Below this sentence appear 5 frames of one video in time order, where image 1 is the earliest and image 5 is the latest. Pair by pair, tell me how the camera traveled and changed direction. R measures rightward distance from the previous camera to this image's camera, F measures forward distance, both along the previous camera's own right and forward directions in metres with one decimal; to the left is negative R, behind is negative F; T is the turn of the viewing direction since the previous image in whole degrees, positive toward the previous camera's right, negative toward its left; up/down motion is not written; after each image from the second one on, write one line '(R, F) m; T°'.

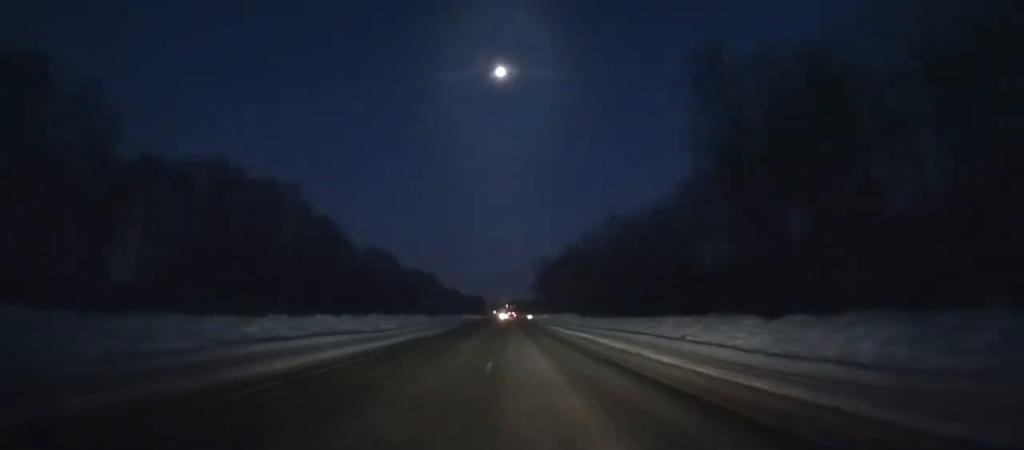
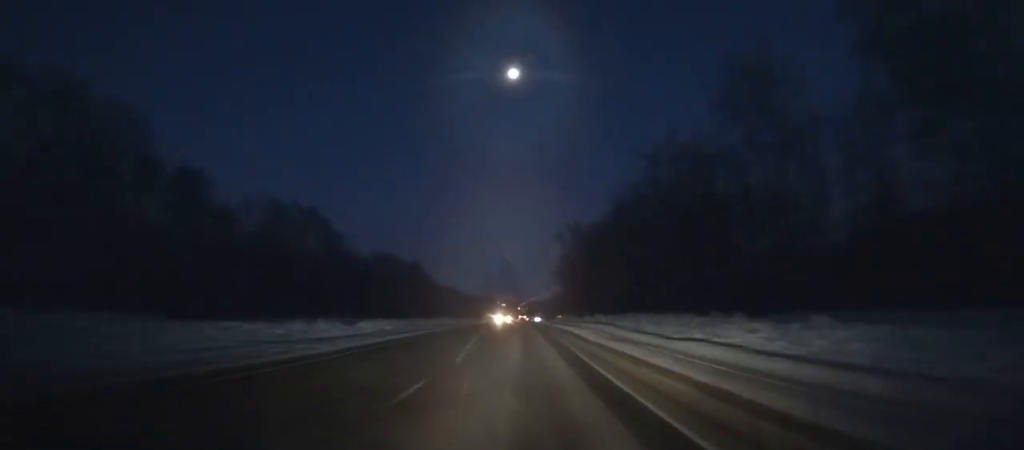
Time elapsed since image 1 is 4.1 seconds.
(-0.6, +101.8) m; -1°
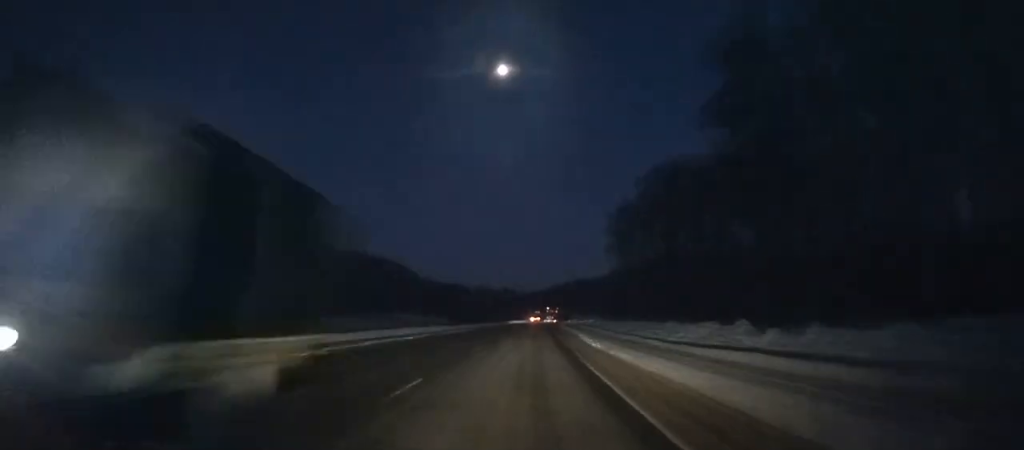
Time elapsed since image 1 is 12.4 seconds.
(-0.2, +215.2) m; +2°
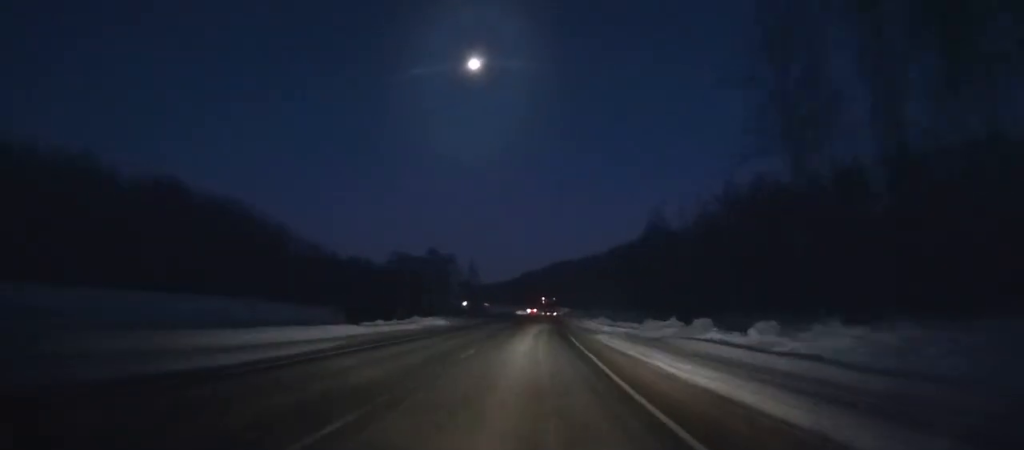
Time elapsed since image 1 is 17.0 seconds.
(+3.9, +121.7) m; +3°
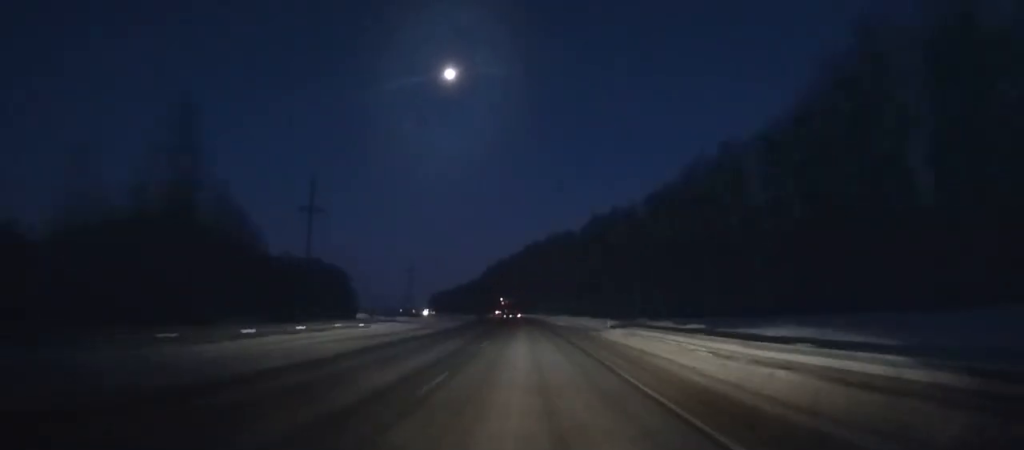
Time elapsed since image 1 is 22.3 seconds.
(+3.1, +137.3) m; +1°
